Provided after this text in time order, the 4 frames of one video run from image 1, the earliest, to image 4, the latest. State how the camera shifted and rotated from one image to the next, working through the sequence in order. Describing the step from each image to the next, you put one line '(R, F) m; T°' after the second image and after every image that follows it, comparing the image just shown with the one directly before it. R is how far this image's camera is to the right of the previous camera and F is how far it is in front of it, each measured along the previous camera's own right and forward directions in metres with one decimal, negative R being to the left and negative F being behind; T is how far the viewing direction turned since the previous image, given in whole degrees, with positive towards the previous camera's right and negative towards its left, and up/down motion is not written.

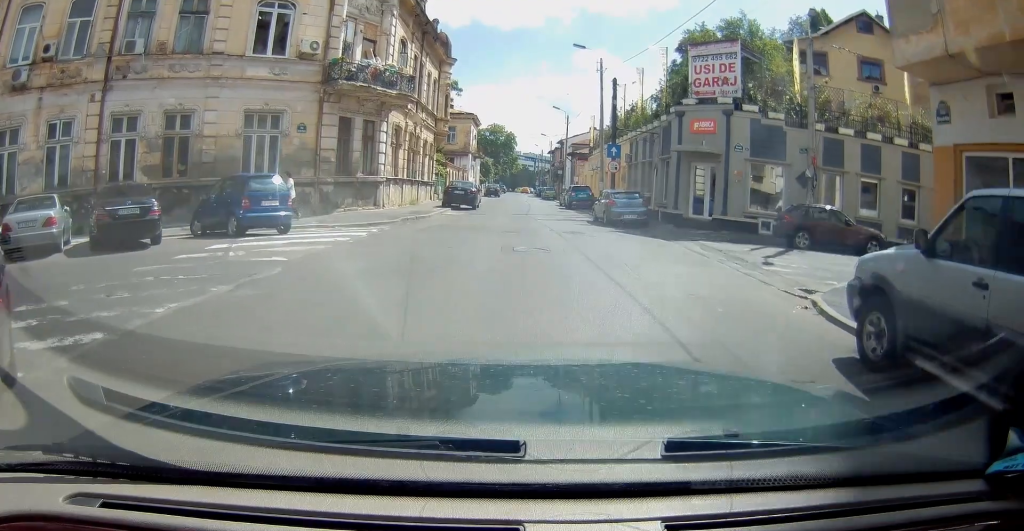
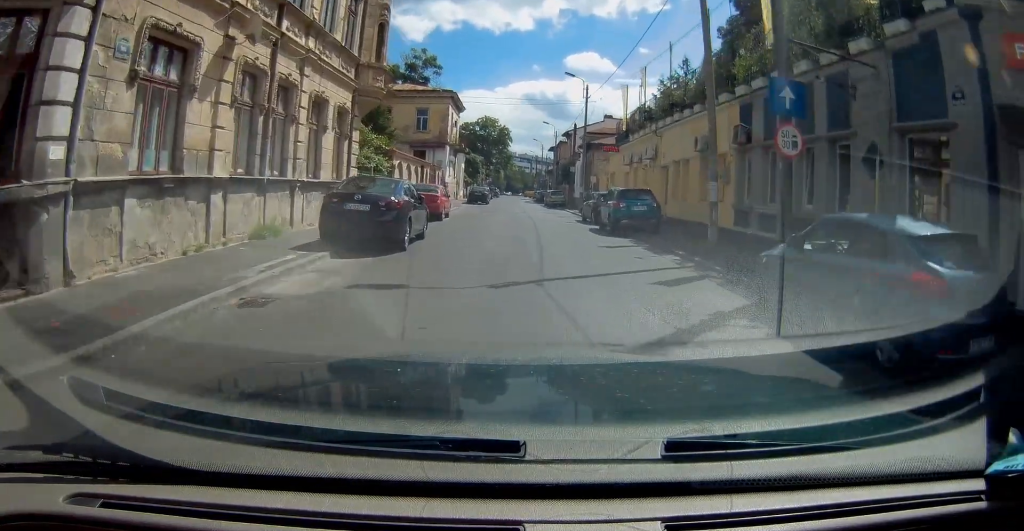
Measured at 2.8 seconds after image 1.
(+0.3, +16.5) m; +3°
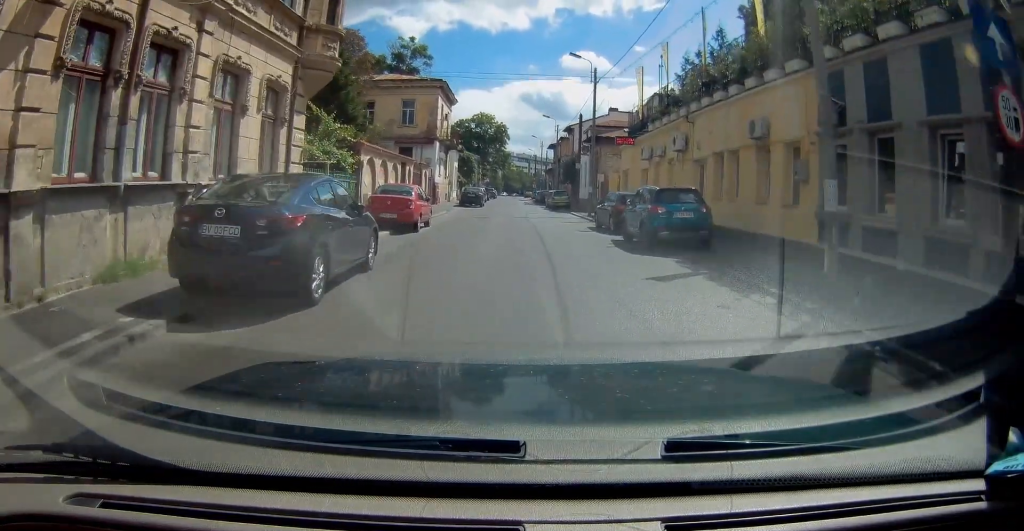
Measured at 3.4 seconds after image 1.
(0.0, +5.0) m; +1°
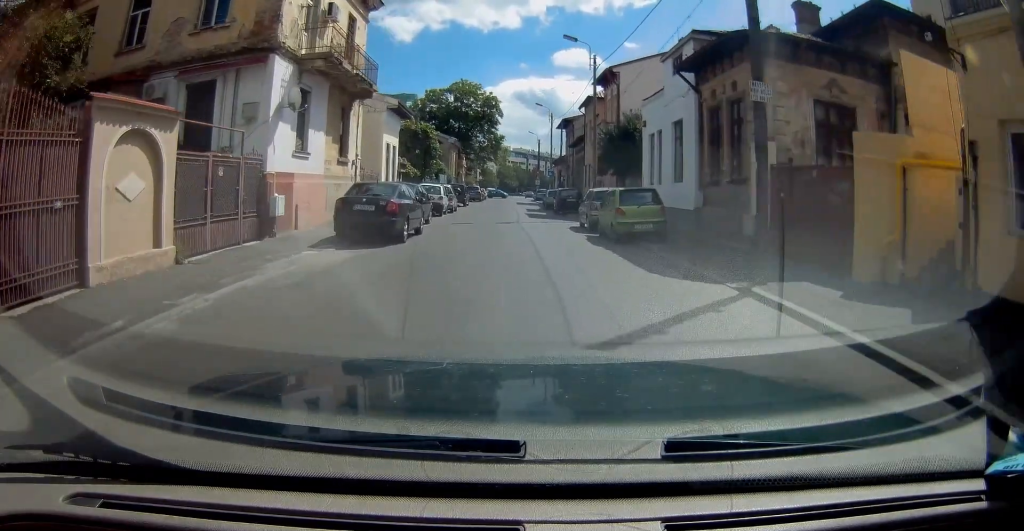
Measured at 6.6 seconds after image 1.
(-1.1, +29.8) m; -4°
